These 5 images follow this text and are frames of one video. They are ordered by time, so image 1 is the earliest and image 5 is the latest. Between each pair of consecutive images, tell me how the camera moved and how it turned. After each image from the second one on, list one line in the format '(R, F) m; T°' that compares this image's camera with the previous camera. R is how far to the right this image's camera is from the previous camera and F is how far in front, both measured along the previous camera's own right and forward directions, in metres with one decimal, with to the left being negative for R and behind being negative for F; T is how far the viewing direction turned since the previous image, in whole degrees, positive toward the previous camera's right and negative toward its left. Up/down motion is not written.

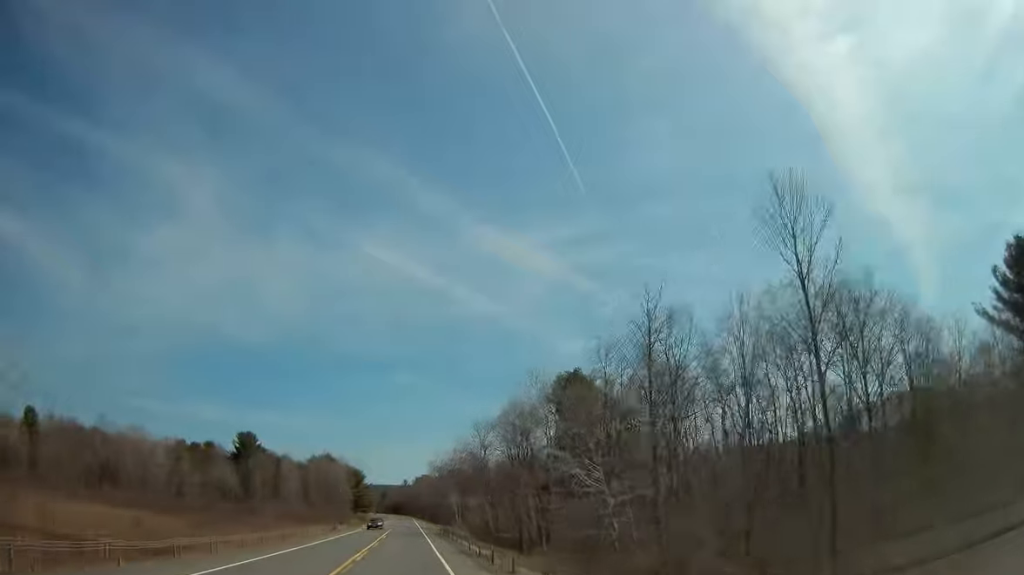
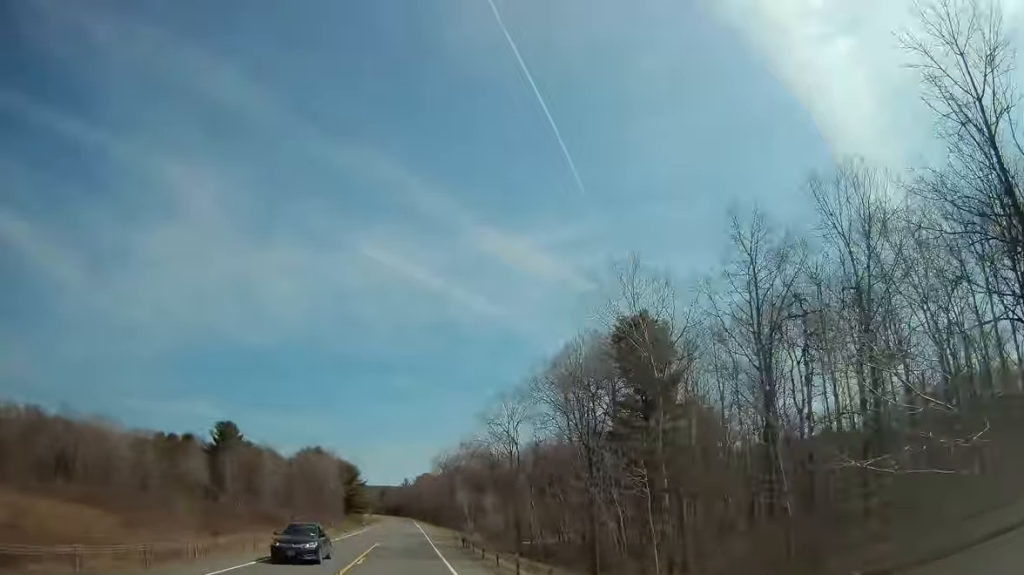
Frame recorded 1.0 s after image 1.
(-0.2, +23.7) m; -1°
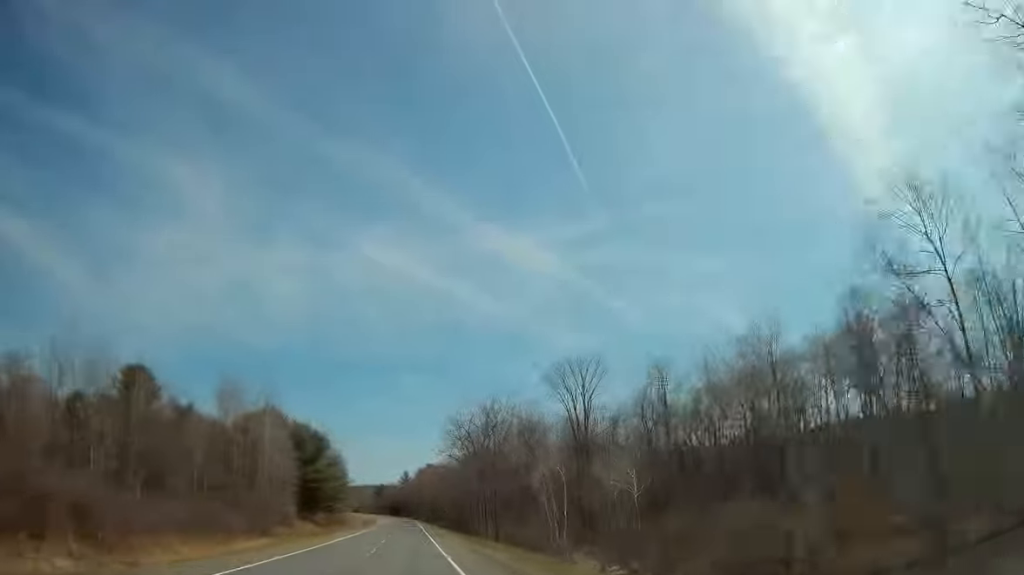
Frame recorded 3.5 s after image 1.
(-0.2, +63.1) m; 0°
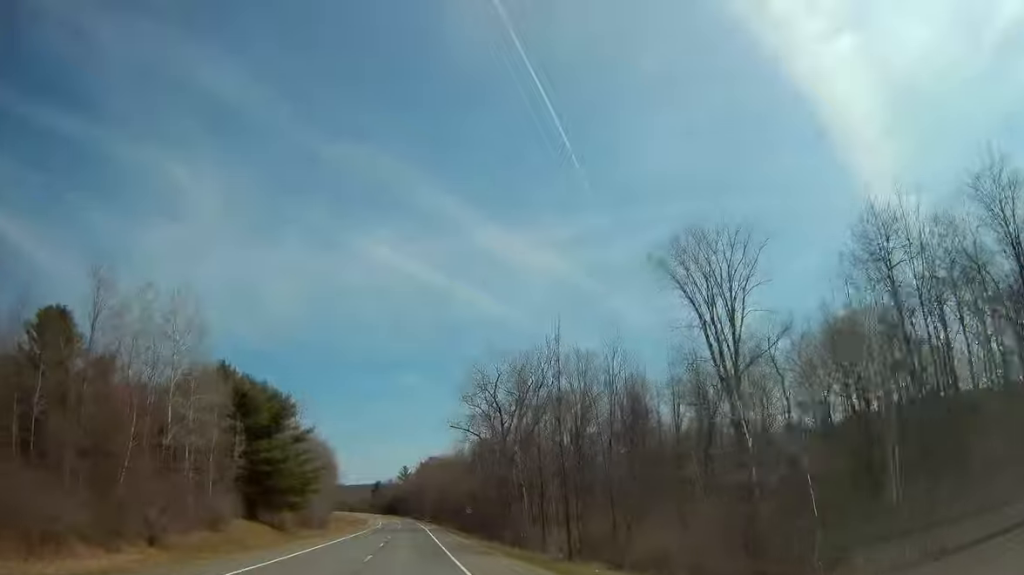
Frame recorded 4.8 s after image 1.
(+0.2, +31.9) m; 0°
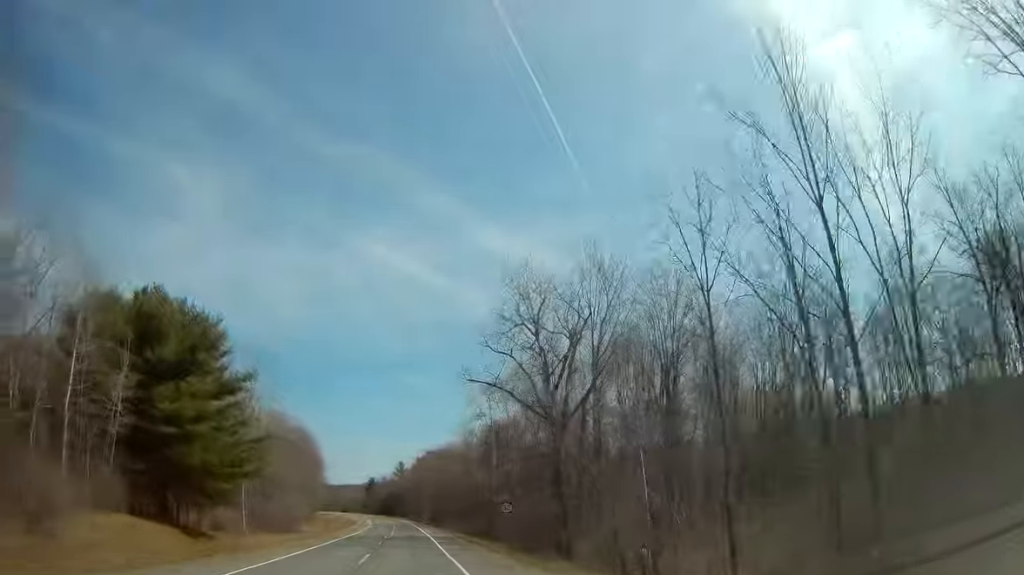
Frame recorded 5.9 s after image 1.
(0.0, +27.0) m; 0°
